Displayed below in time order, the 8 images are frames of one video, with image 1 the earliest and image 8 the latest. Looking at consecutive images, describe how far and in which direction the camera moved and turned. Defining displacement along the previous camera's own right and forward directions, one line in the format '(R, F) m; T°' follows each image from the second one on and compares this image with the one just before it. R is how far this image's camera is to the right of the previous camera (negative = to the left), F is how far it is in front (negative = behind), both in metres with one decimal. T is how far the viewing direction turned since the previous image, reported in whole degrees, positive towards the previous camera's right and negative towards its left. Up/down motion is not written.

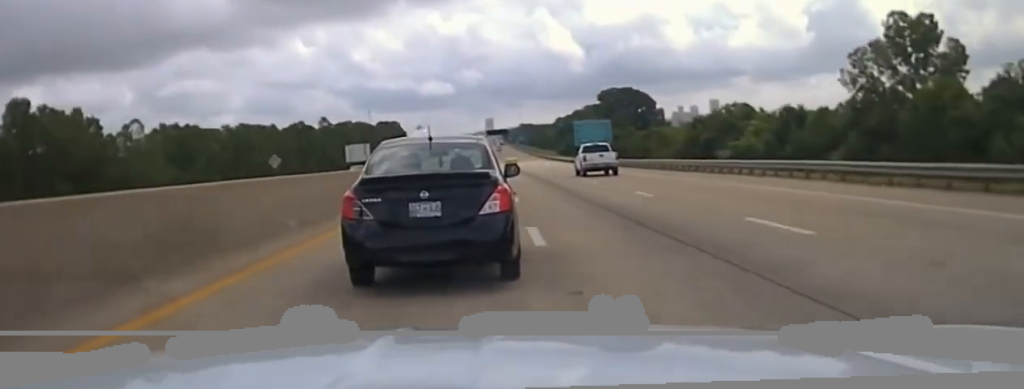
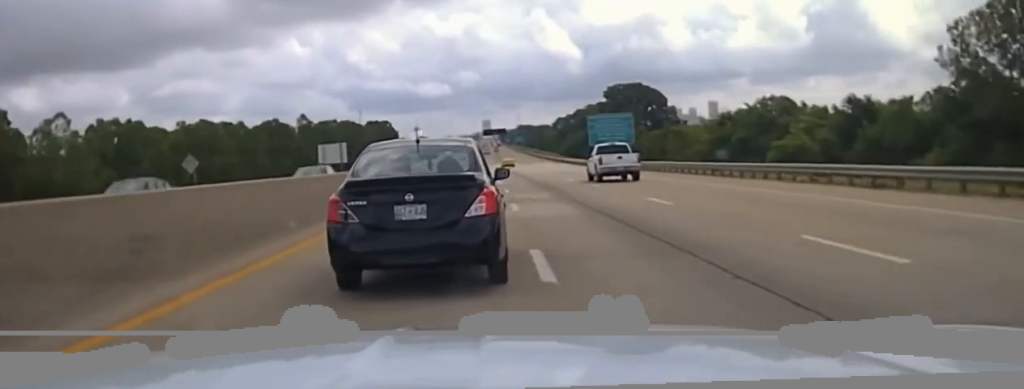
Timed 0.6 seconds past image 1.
(0.0, +28.4) m; 0°
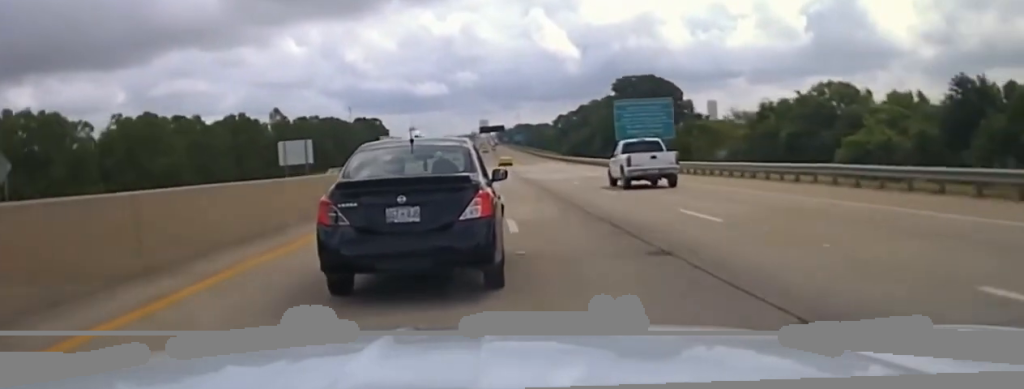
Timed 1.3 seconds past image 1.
(+0.2, +32.6) m; 0°
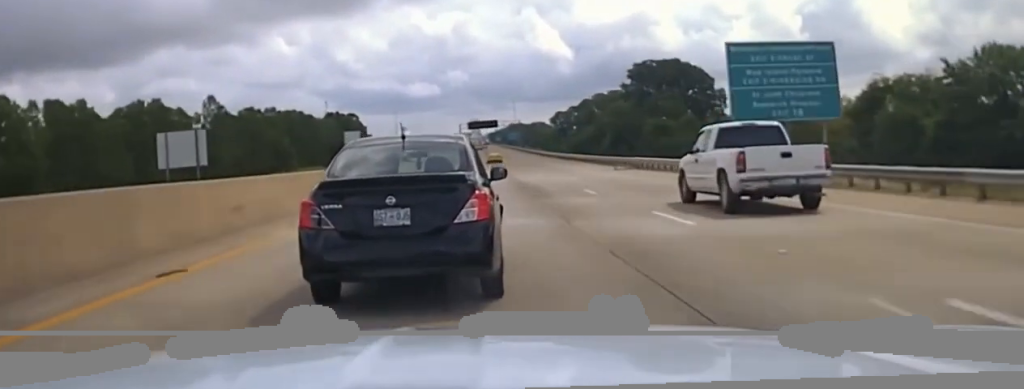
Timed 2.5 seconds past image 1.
(+0.1, +52.9) m; 0°
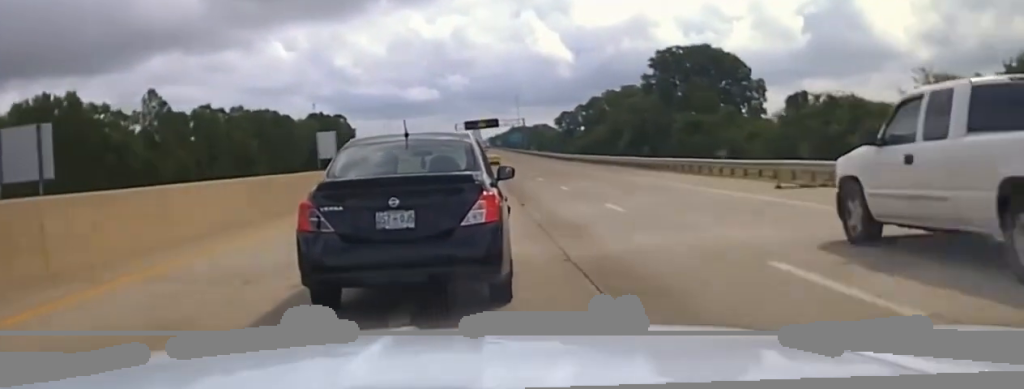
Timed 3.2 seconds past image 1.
(-0.1, +31.7) m; 0°
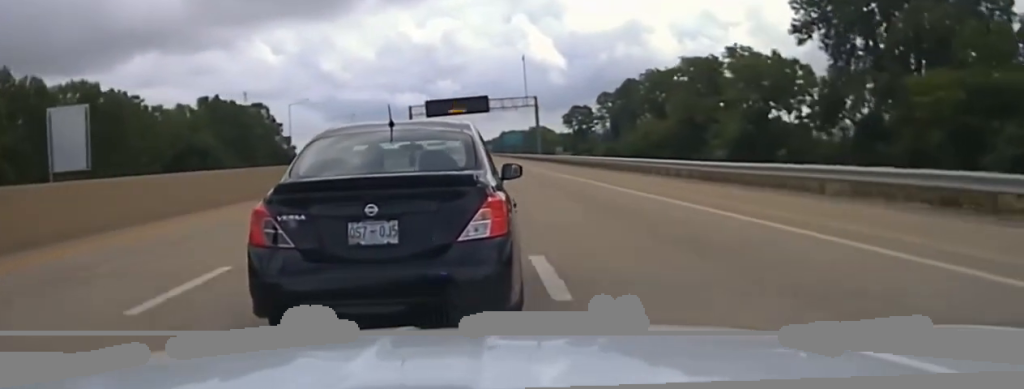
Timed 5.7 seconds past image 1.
(+0.5, +88.3) m; 0°
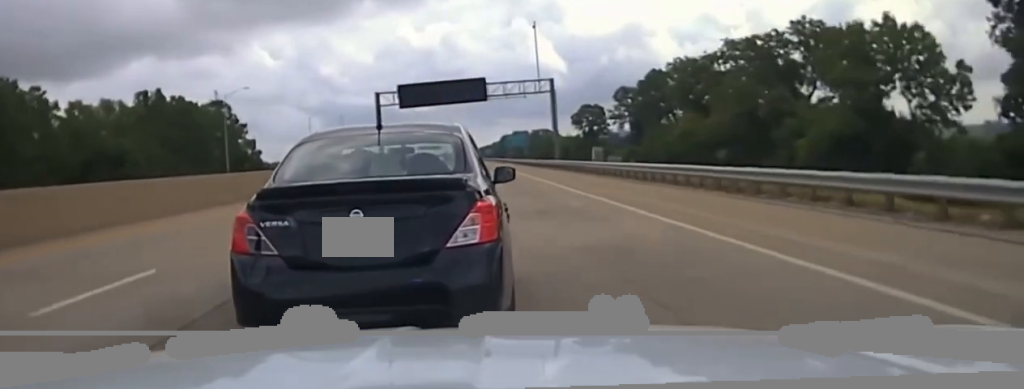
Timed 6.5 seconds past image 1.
(0.0, +35.6) m; 0°
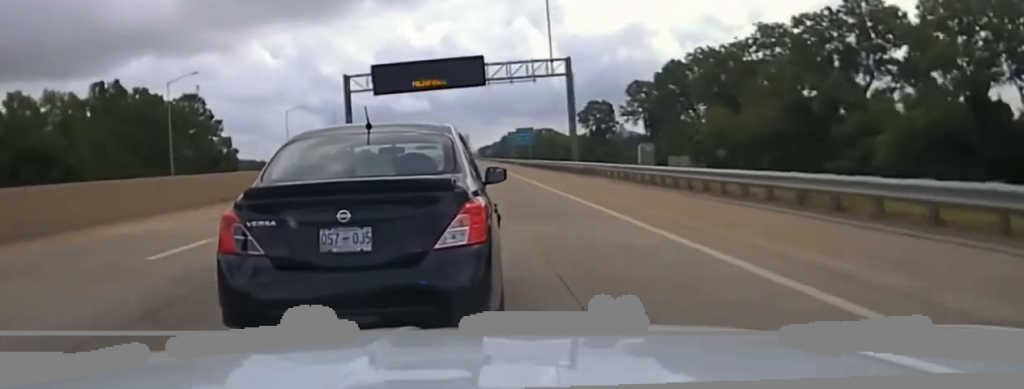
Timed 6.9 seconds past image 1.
(0.0, +21.2) m; 0°
